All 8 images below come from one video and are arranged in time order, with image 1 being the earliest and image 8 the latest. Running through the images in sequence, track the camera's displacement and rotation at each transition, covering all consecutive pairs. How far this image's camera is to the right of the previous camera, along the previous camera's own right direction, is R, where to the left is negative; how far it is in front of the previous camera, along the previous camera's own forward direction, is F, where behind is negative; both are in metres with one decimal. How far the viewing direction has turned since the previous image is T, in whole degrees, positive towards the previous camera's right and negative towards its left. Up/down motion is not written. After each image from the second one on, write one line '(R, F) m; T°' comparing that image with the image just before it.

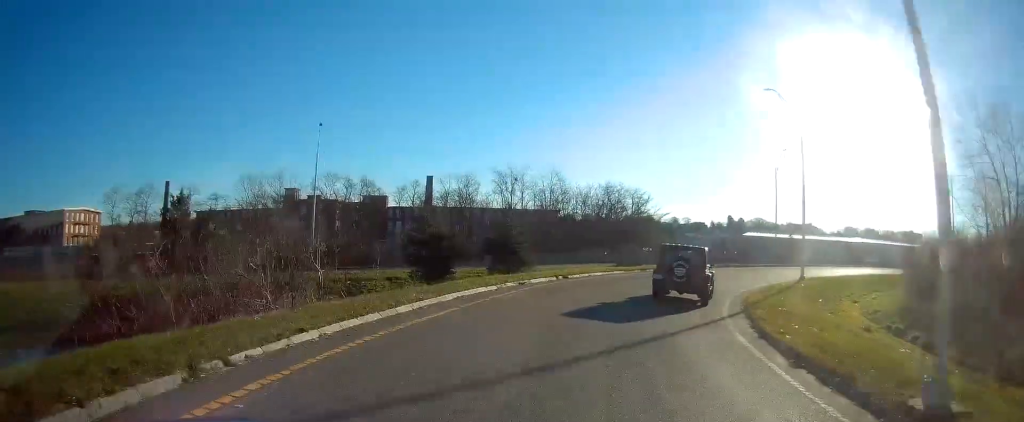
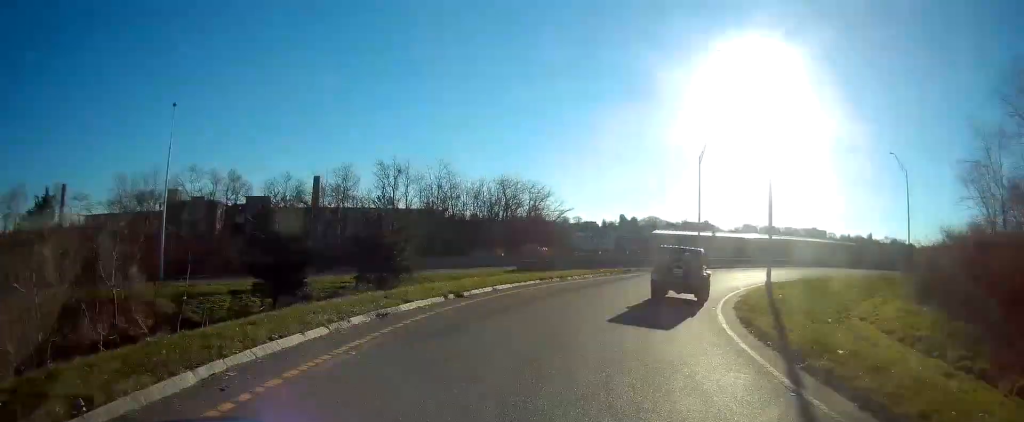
(+1.9, +8.9) m; +17°
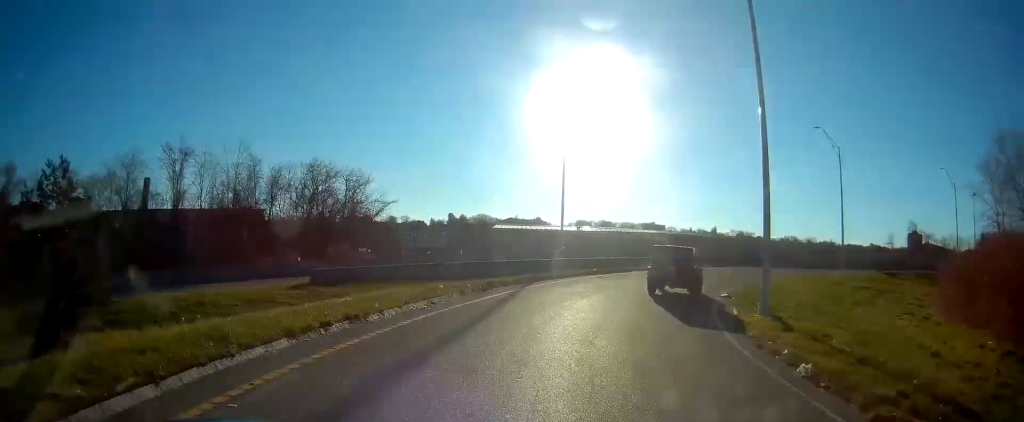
(+2.2, +14.7) m; +15°
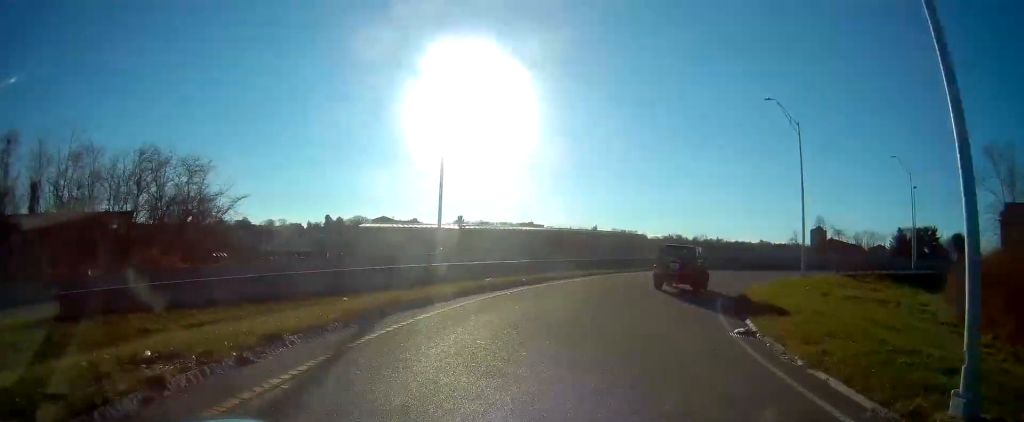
(+1.0, +11.7) m; +10°
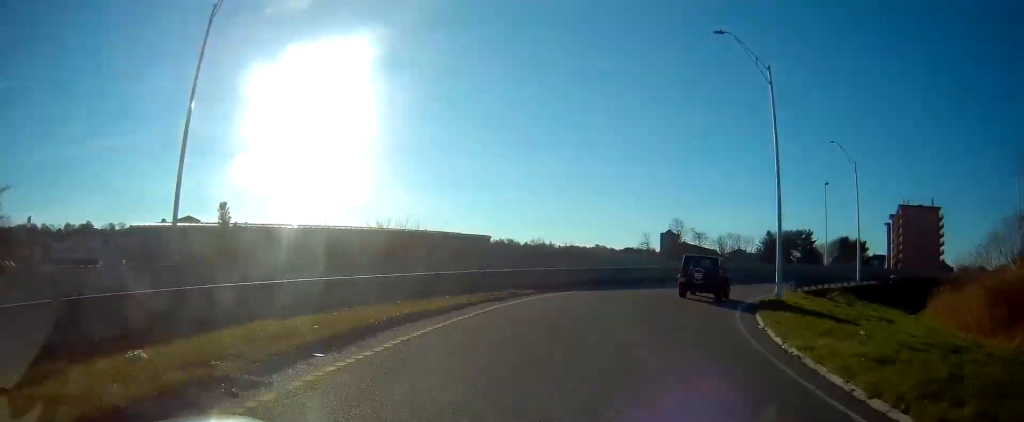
(+2.5, +16.6) m; +17°
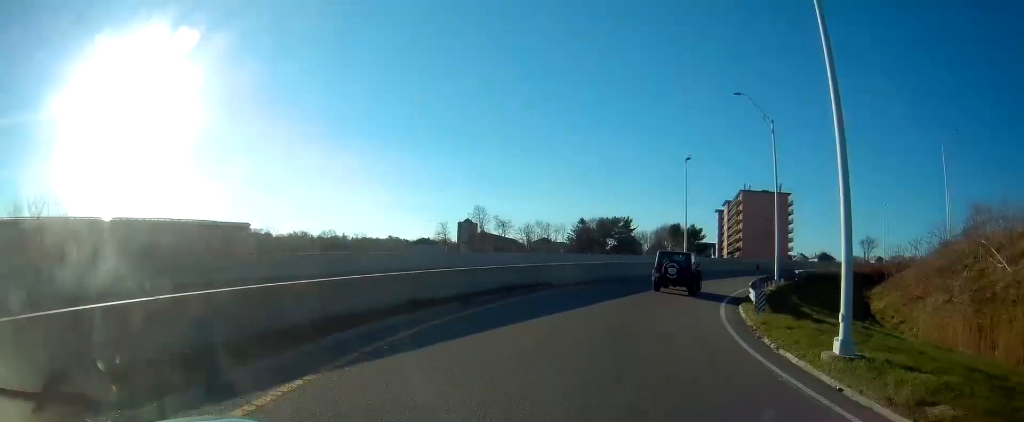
(+2.7, +16.8) m; +18°
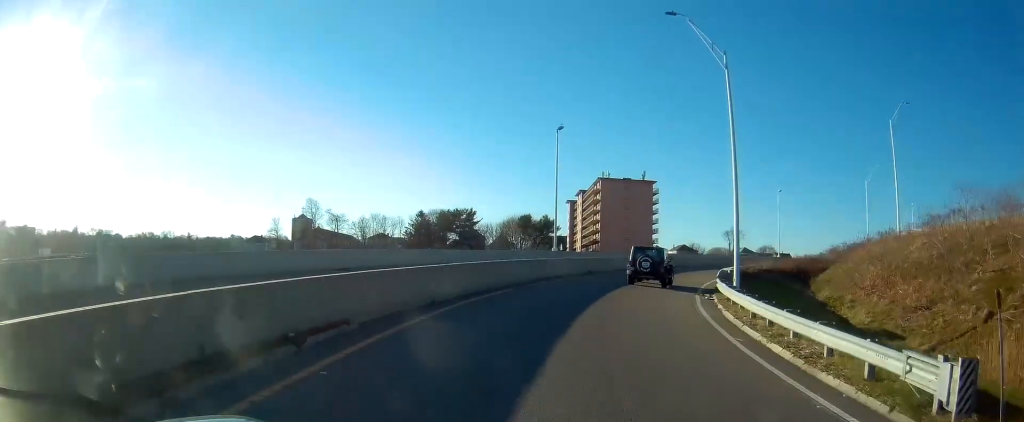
(+1.7, +13.8) m; +14°
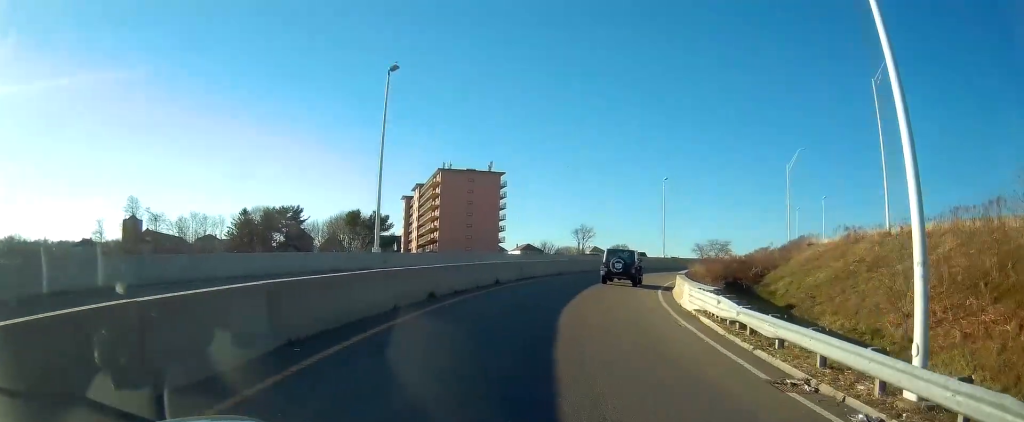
(+2.7, +17.5) m; +17°
